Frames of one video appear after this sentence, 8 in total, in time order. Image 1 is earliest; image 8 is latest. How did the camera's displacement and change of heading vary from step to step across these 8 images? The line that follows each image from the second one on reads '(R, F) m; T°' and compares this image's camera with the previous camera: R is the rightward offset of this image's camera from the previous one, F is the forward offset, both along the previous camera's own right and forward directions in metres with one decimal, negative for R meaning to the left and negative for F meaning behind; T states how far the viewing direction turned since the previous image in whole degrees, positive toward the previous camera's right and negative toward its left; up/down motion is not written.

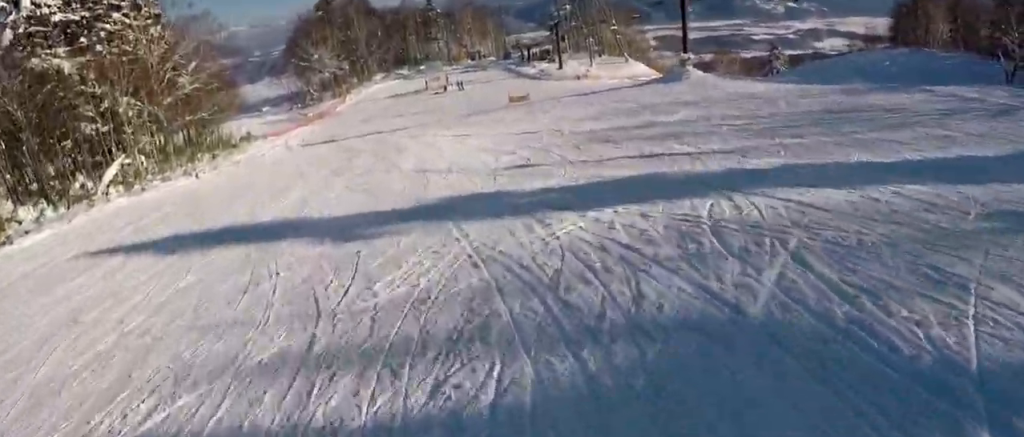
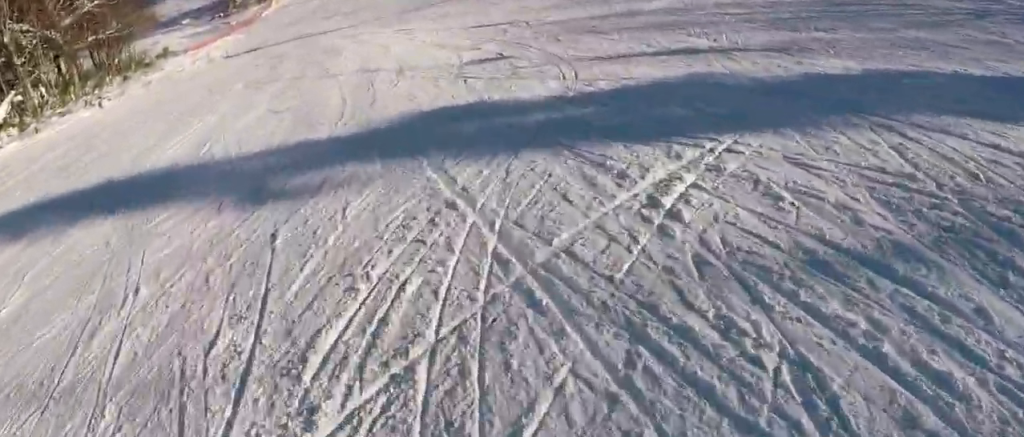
(0.0, +4.1) m; +8°
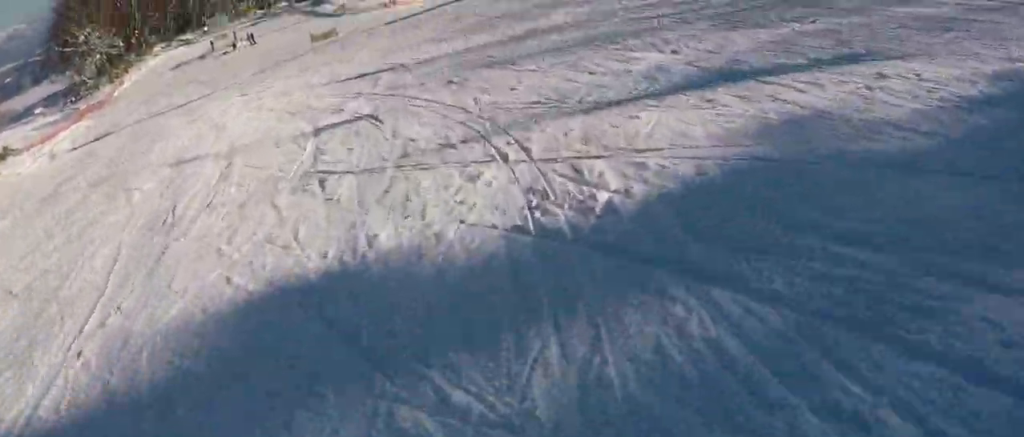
(+0.5, +5.4) m; +9°
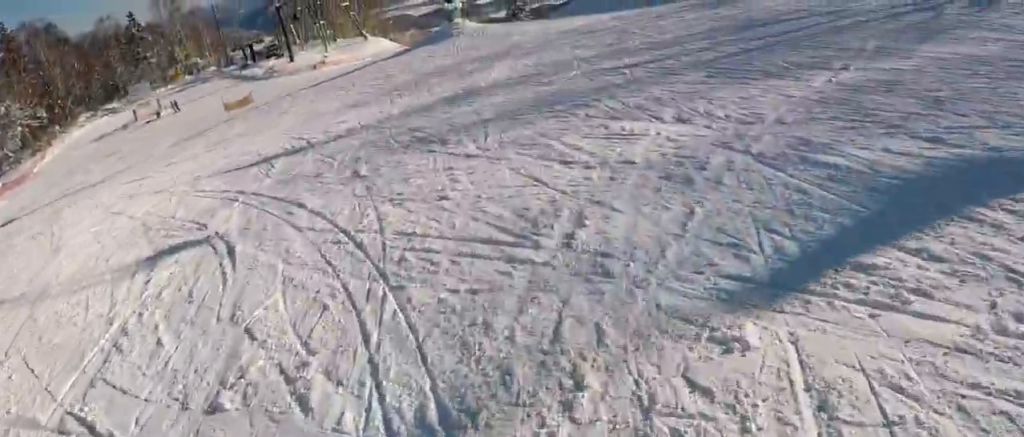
(+0.6, +3.9) m; +6°
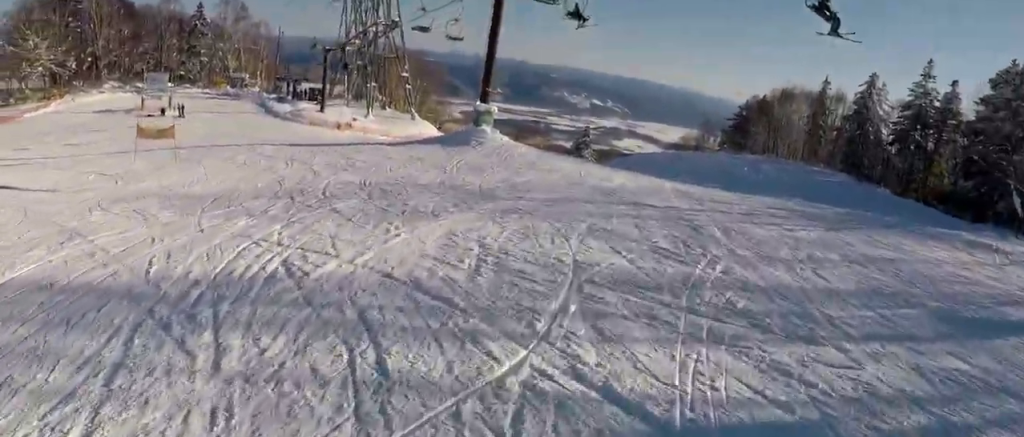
(+0.4, +10.7) m; -12°
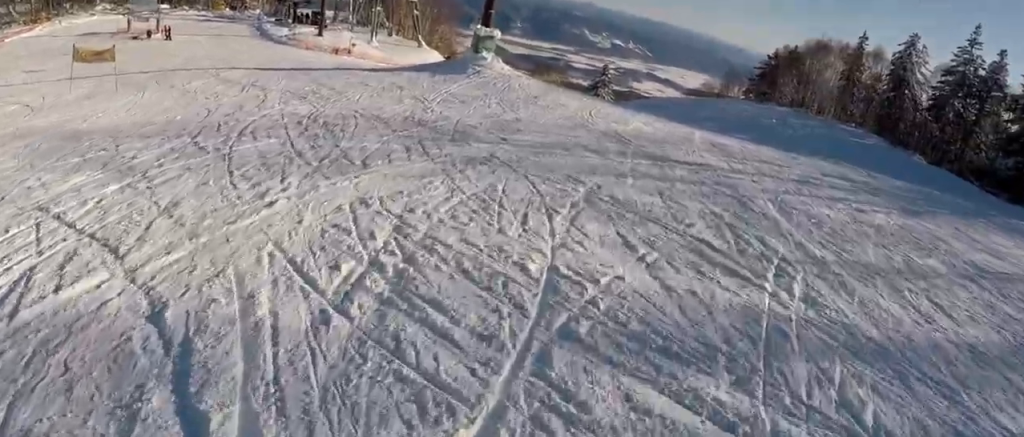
(-0.8, +3.5) m; -11°
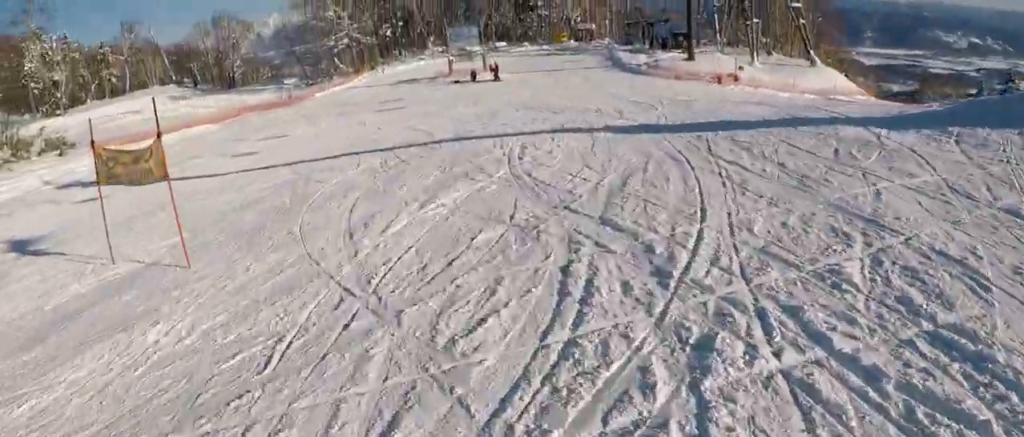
(-6.6, +16.7) m; -25°
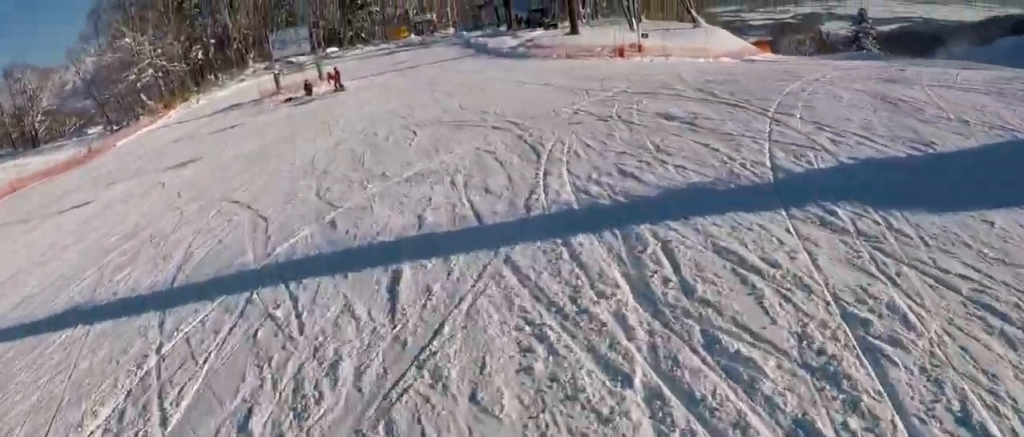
(+0.8, +9.8) m; +8°
